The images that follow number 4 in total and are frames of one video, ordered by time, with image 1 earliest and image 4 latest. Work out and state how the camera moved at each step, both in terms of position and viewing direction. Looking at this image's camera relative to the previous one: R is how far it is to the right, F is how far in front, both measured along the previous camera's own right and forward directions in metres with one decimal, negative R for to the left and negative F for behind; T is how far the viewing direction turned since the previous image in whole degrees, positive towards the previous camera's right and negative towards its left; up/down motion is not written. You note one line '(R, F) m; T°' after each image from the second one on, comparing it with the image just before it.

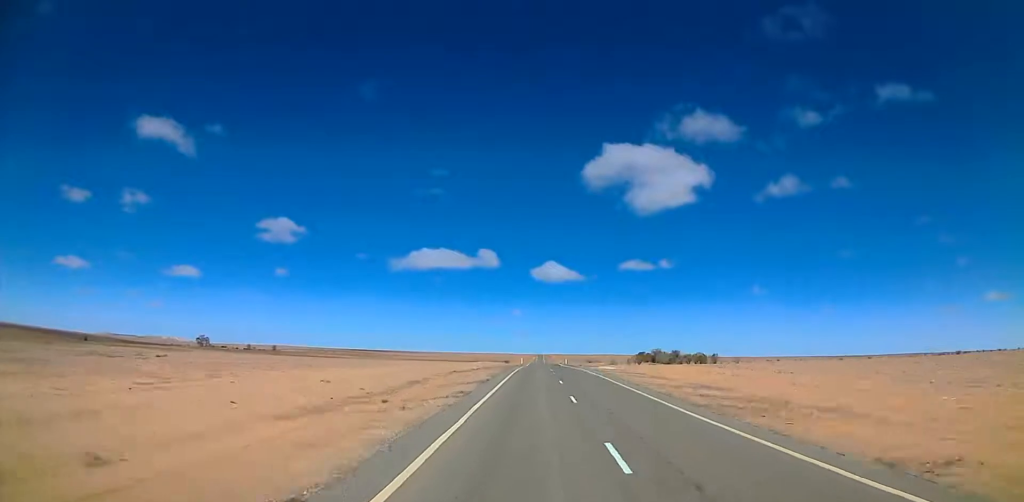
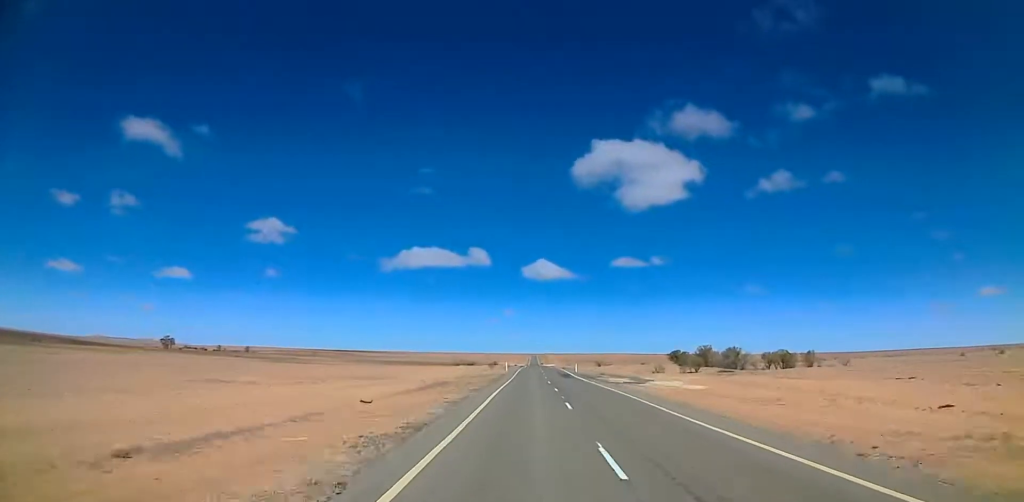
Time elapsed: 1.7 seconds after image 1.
(+2.4, +61.9) m; +2°
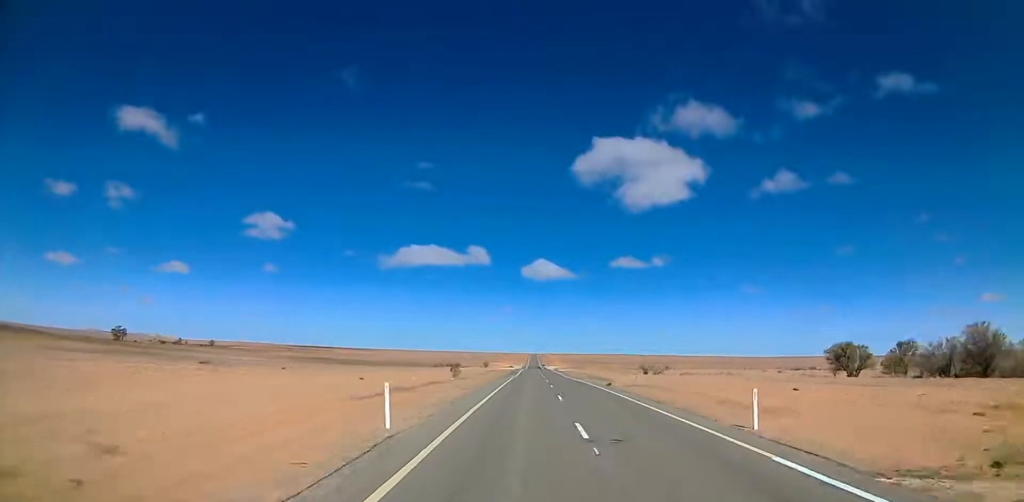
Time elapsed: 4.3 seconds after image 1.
(+2.2, +73.6) m; +2°
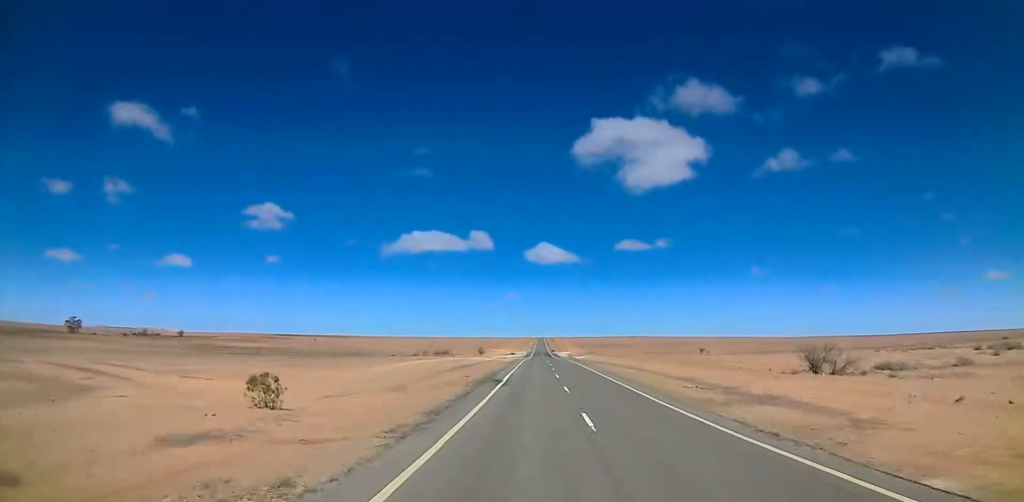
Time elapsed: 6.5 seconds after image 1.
(-1.4, +50.2) m; -1°
